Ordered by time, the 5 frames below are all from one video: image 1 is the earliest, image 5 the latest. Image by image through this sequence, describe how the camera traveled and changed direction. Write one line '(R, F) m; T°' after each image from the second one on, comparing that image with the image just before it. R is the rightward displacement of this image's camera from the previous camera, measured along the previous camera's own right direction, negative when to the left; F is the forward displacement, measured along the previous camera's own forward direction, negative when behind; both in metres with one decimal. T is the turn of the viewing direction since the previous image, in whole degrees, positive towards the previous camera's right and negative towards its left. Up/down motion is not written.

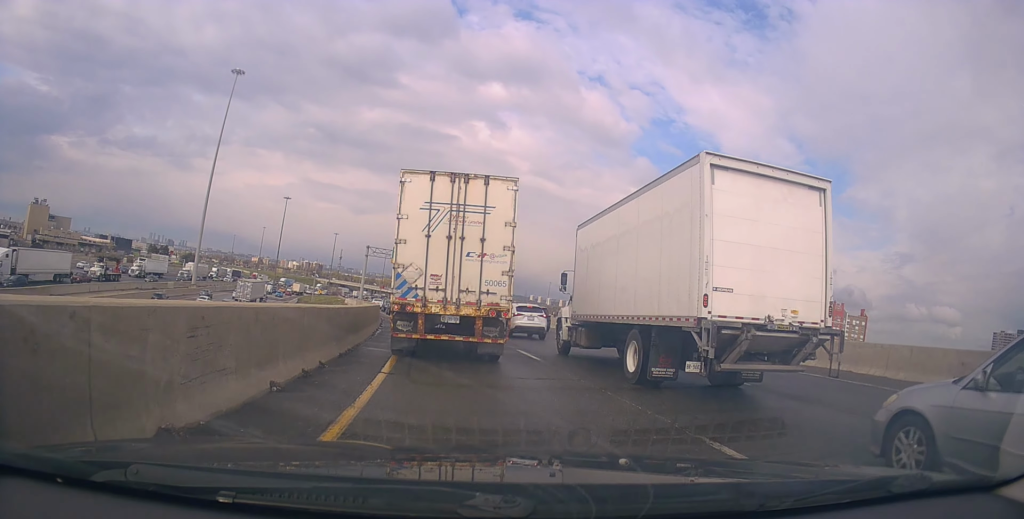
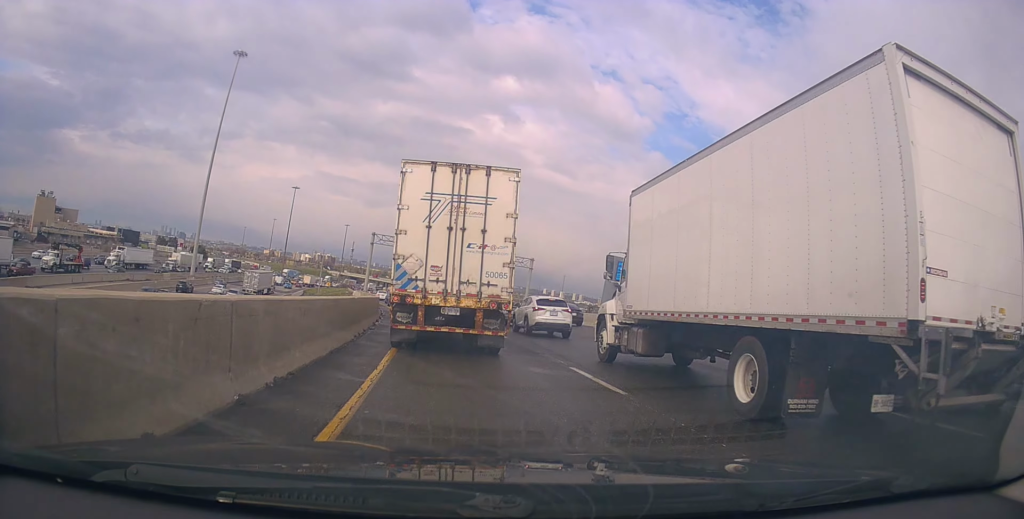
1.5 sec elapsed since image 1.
(+0.2, +6.5) m; +2°
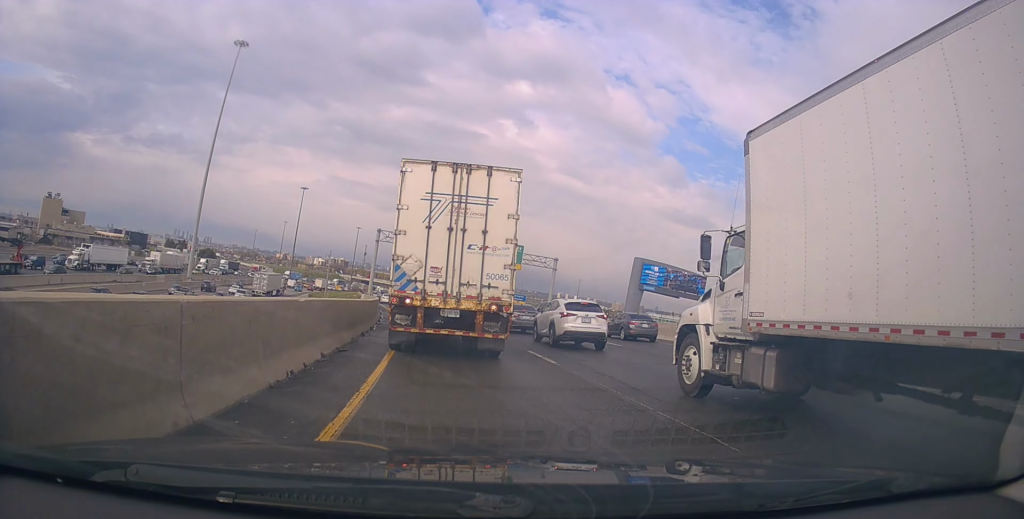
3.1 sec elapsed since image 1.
(0.0, +7.3) m; 0°
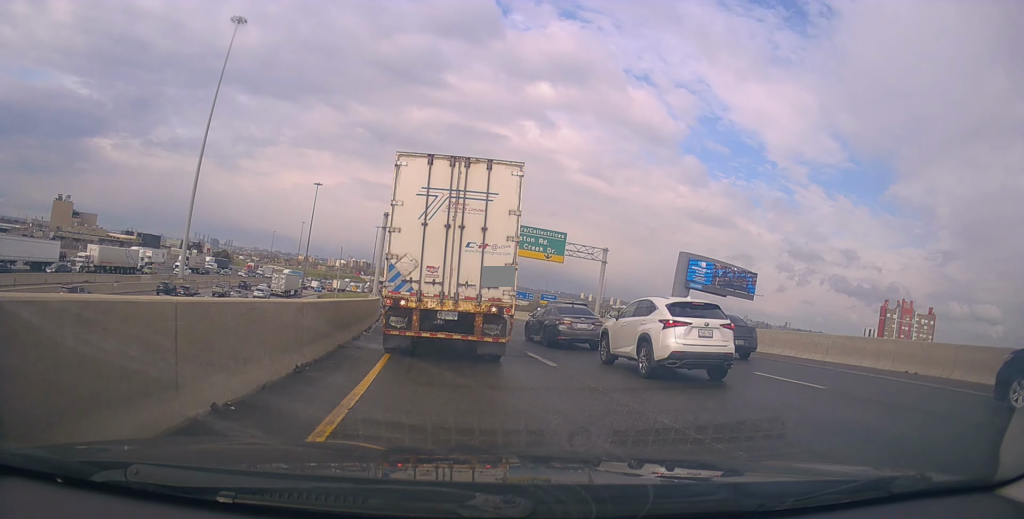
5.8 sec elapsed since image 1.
(-0.5, +12.3) m; -4°
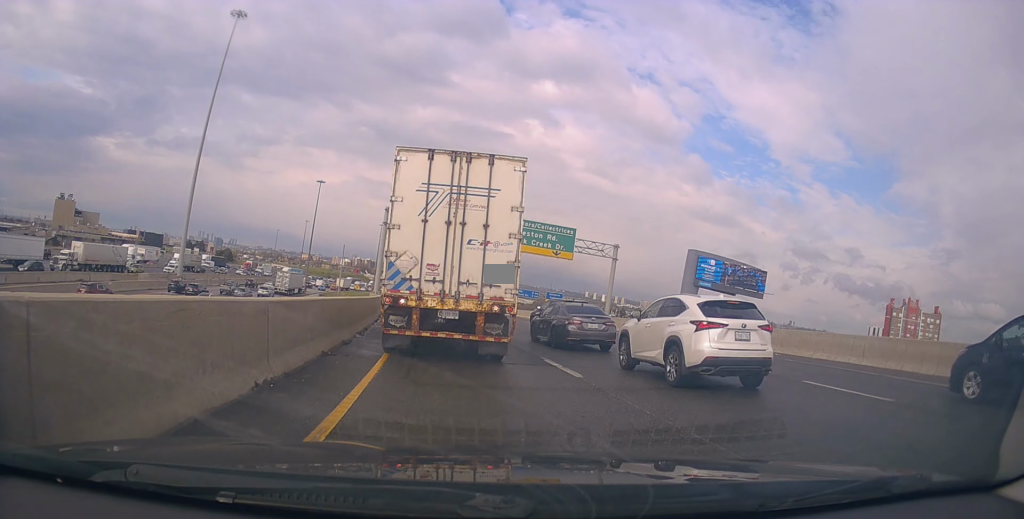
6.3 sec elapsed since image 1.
(0.0, +2.1) m; -3°
